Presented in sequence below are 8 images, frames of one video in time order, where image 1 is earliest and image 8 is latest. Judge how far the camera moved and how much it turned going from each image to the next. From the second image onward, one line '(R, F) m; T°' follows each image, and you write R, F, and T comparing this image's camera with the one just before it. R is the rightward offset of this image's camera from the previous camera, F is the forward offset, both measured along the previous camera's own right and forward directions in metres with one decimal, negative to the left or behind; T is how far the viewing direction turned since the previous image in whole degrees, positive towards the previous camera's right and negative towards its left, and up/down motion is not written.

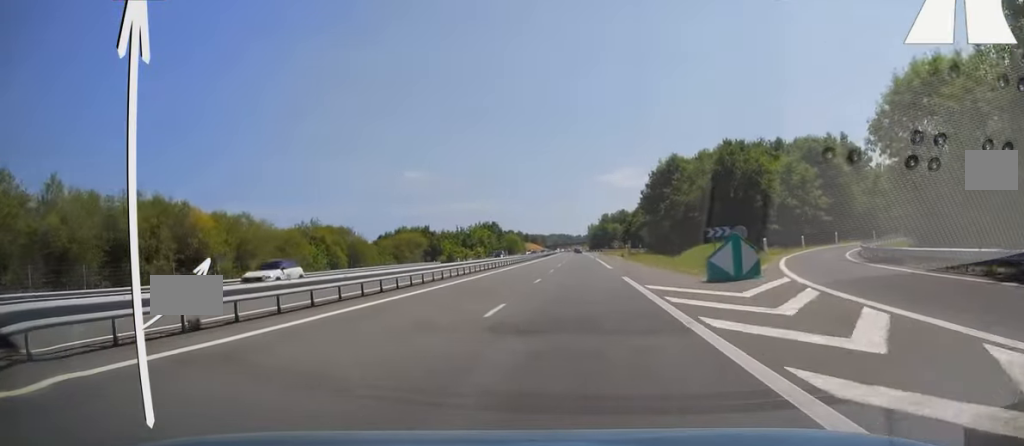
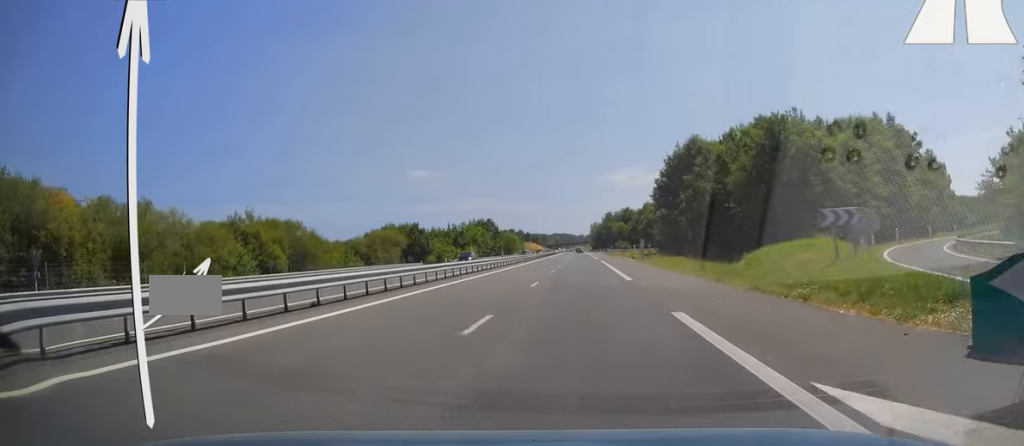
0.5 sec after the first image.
(-0.2, +15.8) m; 0°
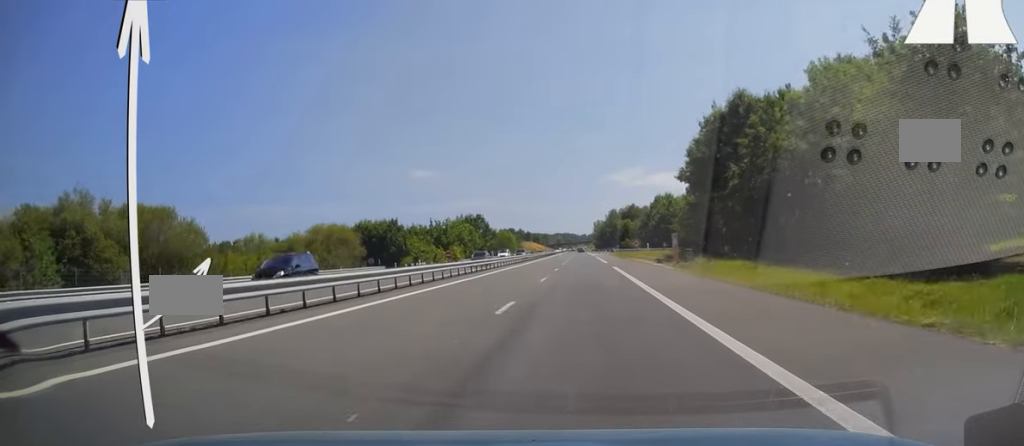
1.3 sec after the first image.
(-0.1, +23.1) m; 0°
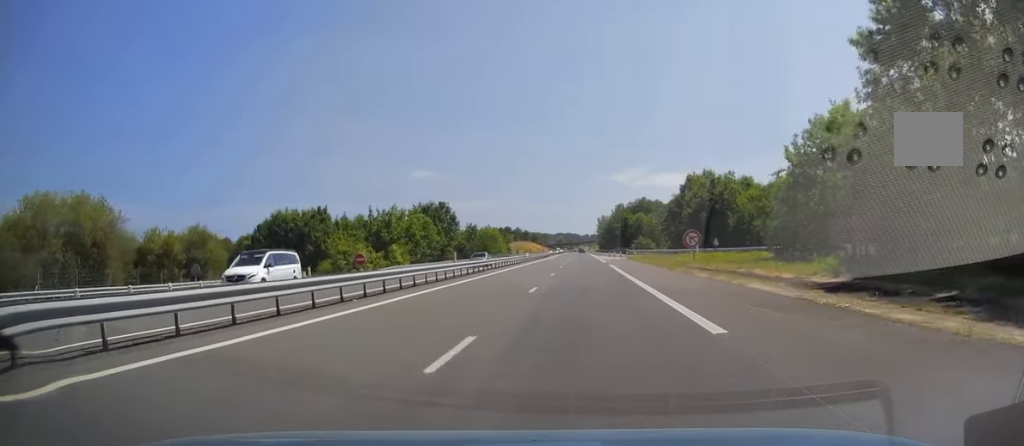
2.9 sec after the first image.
(0.0, +45.7) m; 0°
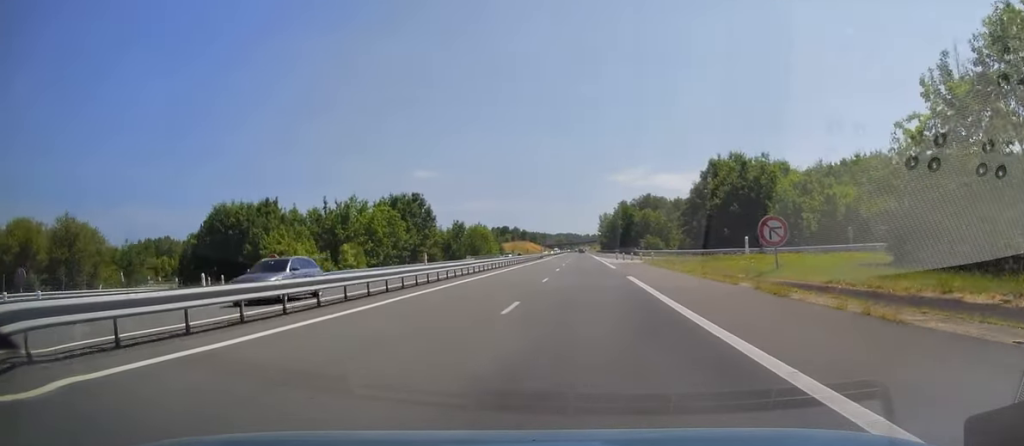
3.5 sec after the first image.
(0.0, +19.6) m; 0°
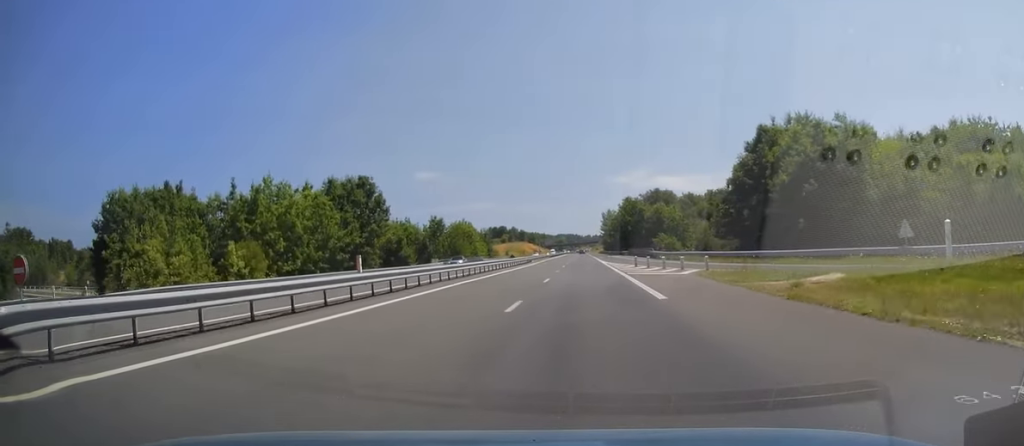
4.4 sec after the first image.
(0.0, +25.5) m; 0°
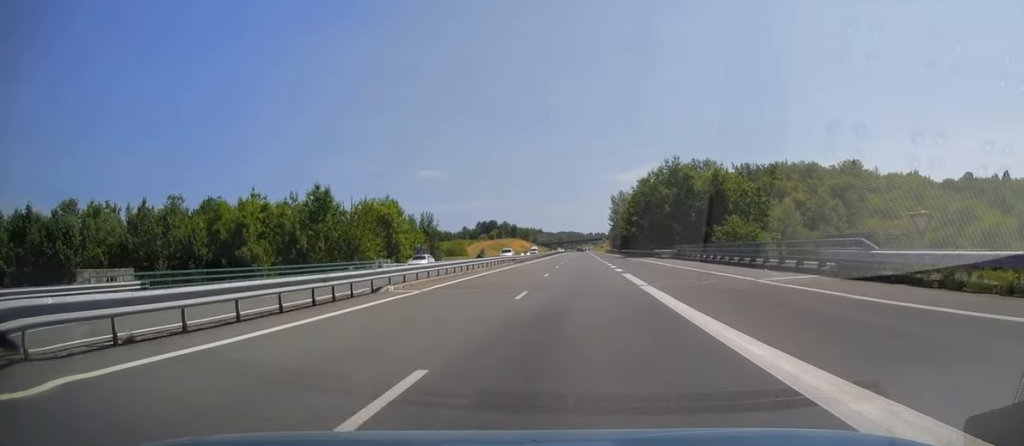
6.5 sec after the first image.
(-0.8, +62.3) m; -1°
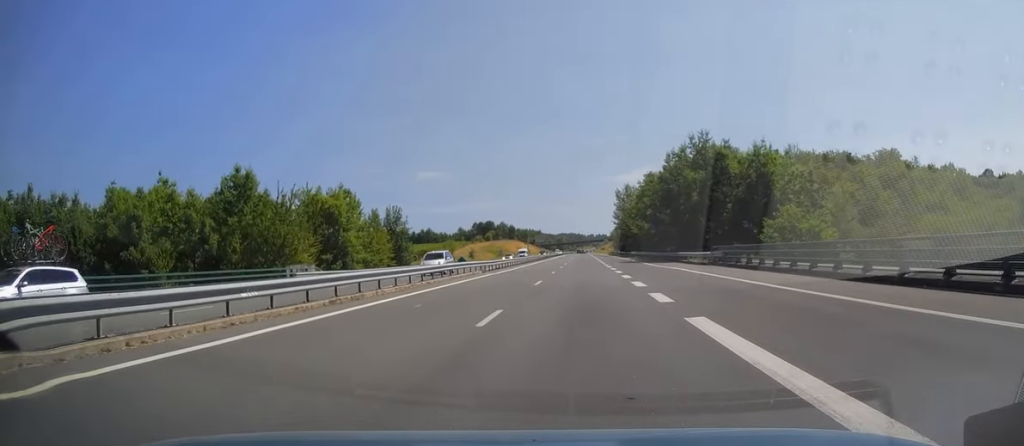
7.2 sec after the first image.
(+0.2, +19.1) m; 0°
